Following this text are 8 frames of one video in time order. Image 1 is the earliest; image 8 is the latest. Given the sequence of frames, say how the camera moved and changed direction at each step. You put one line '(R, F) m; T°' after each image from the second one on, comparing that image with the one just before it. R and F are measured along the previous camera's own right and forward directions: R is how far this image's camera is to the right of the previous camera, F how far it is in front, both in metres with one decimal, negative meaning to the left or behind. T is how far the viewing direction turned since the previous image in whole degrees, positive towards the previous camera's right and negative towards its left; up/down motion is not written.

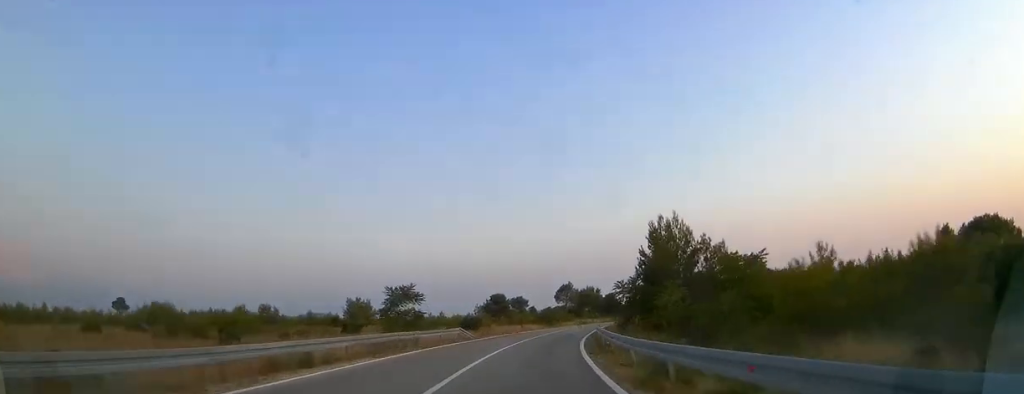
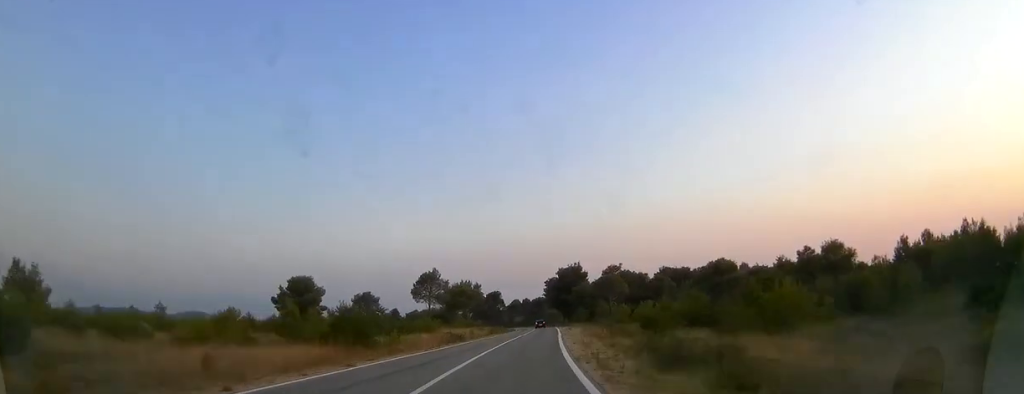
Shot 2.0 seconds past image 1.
(+4.9, +46.8) m; +11°
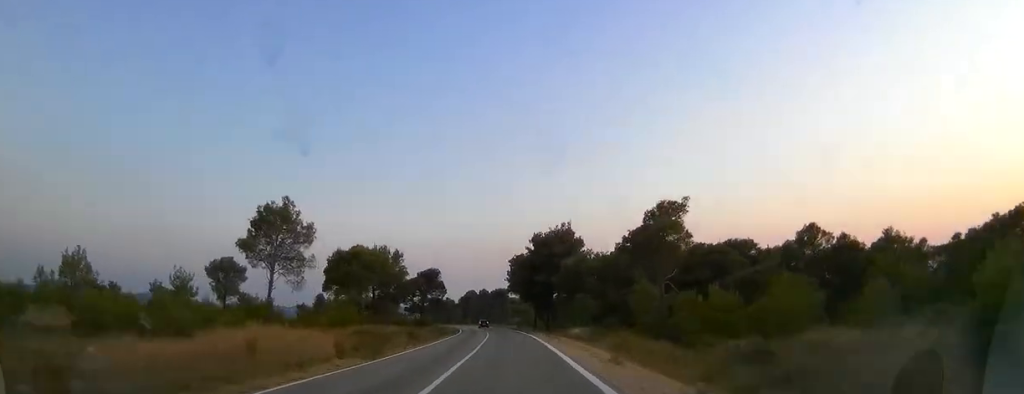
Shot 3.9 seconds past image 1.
(+3.4, +44.2) m; +5°
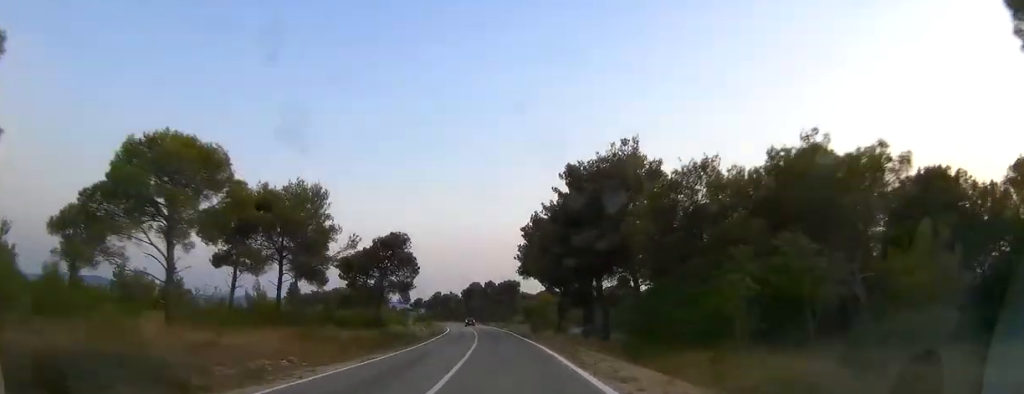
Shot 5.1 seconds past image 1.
(+0.4, +30.5) m; -1°
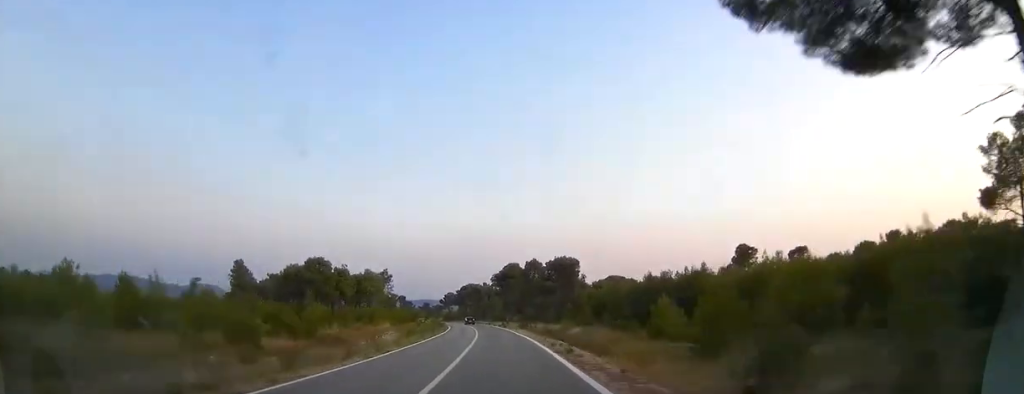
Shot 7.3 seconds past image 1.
(-0.9, +52.0) m; -3°
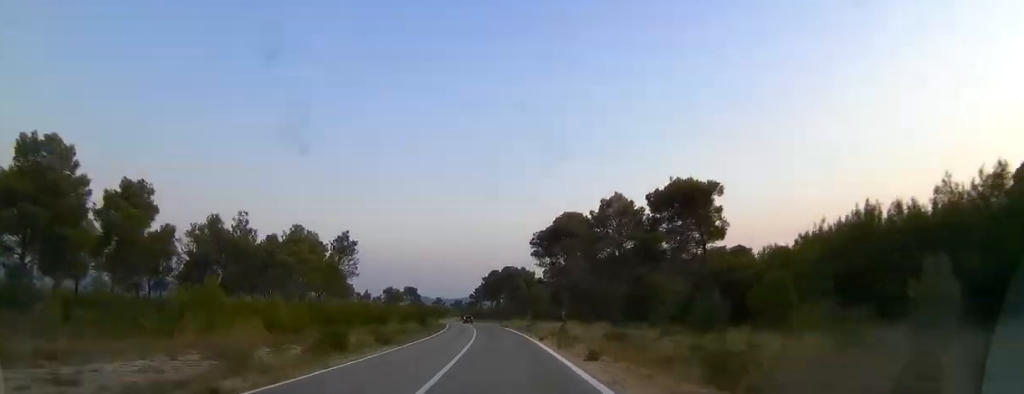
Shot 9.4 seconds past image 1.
(-1.6, +52.8) m; -5°
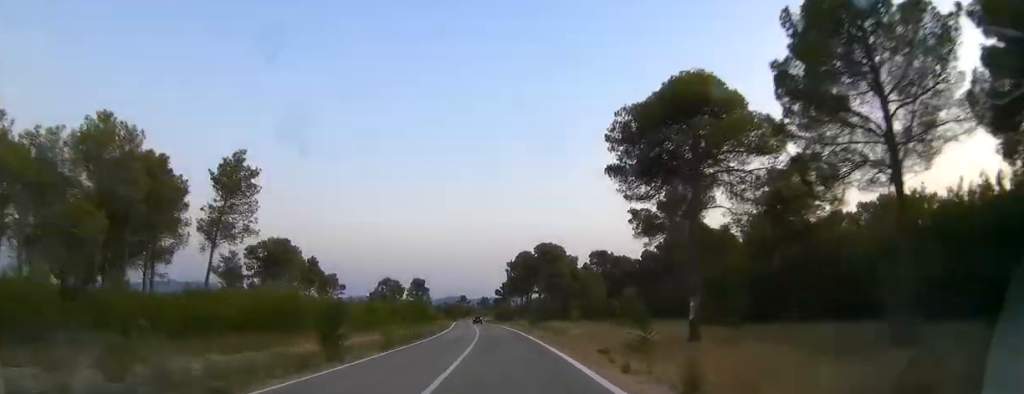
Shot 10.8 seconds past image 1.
(-1.3, +34.9) m; -3°
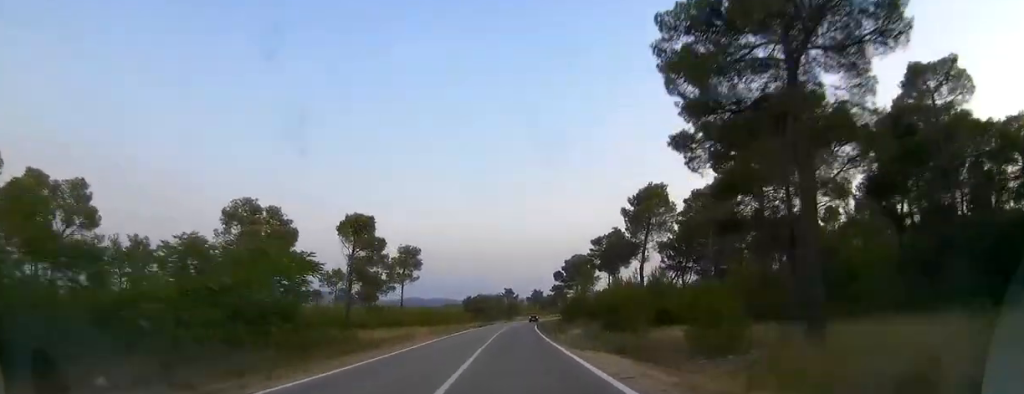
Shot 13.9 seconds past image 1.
(-3.5, +76.8) m; -4°
